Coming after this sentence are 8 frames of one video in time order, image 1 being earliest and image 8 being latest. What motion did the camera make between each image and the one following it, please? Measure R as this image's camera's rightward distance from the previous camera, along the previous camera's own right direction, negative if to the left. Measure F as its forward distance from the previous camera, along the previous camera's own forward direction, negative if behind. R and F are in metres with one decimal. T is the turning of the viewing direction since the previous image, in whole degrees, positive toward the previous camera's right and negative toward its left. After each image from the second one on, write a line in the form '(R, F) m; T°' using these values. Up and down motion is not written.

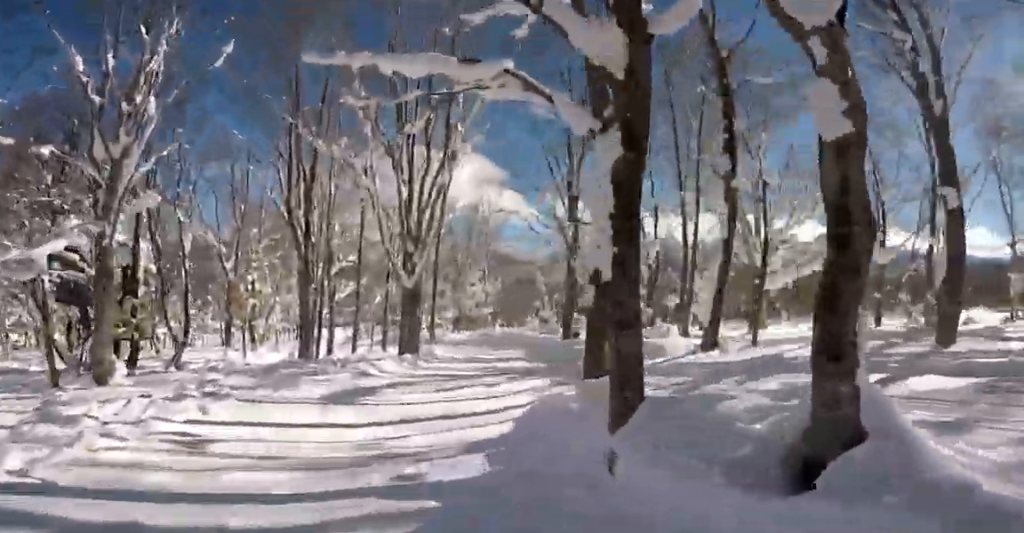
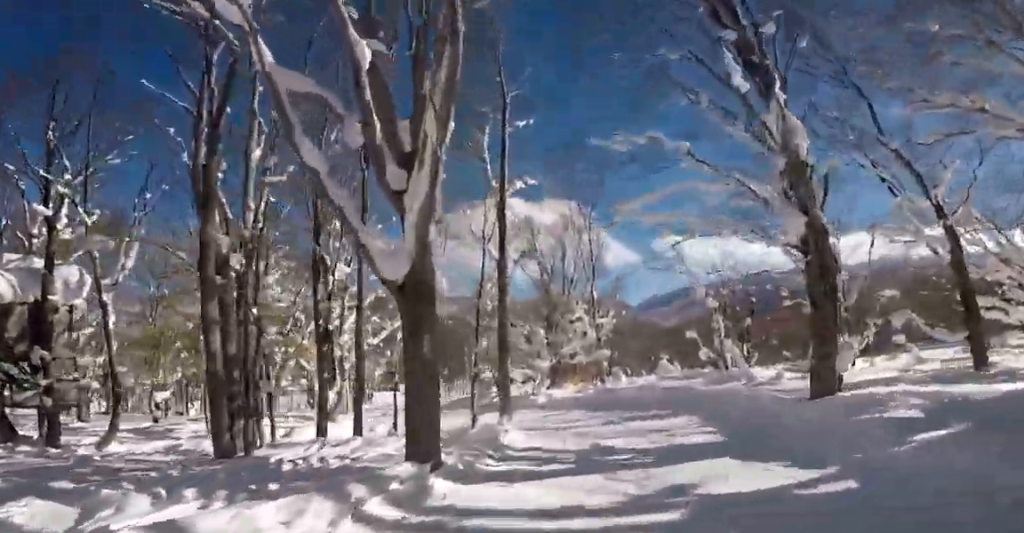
(+1.3, +9.7) m; 0°
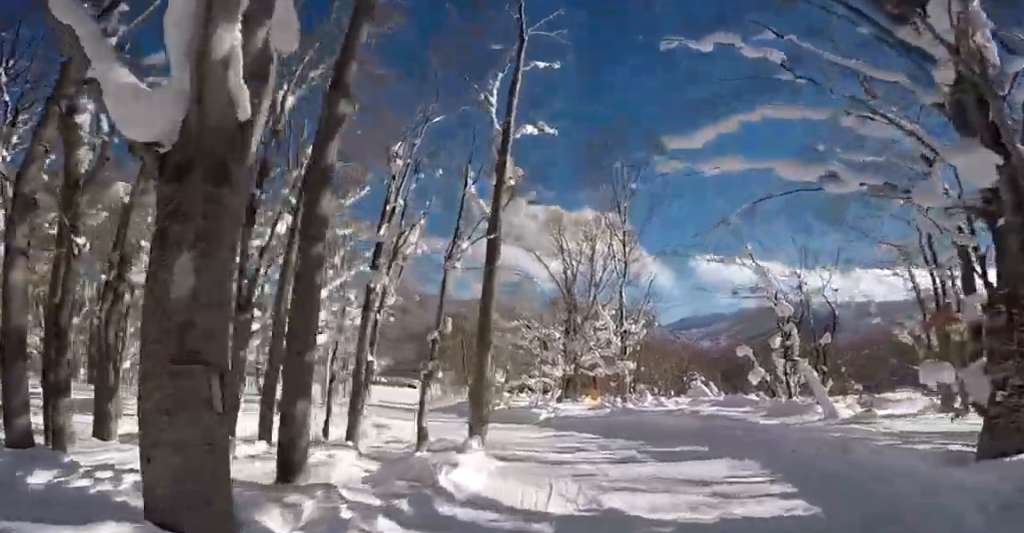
(-0.7, +3.4) m; -7°
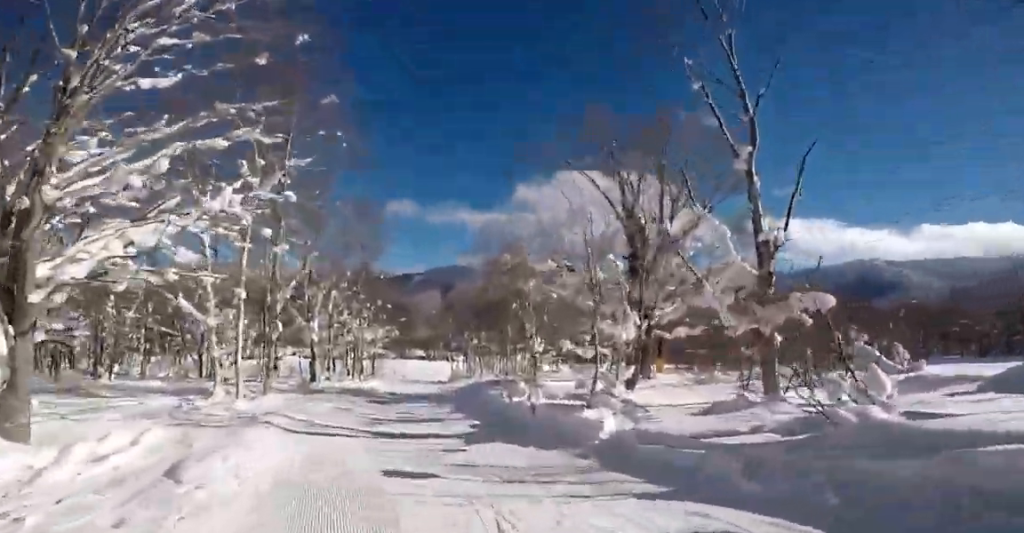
(-0.9, +9.9) m; -3°
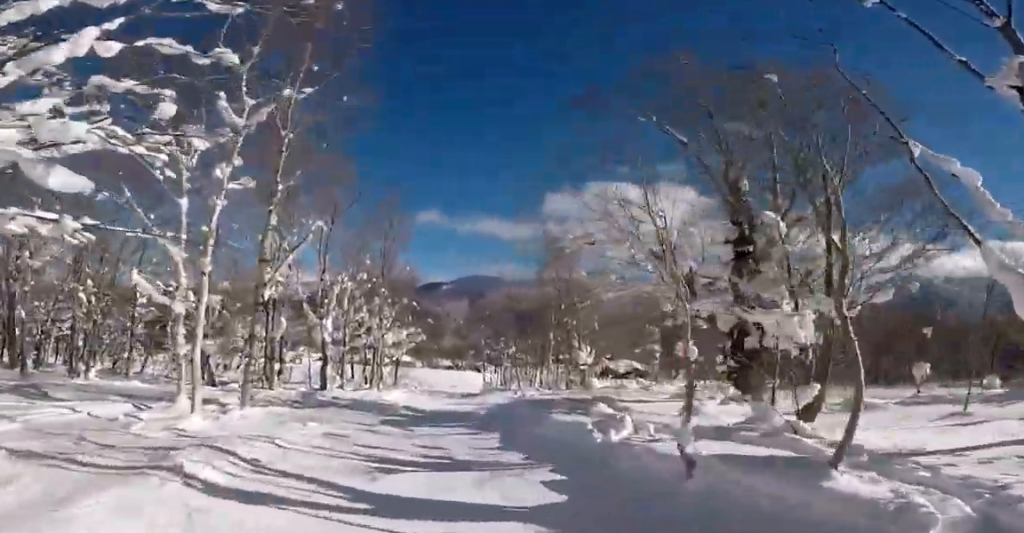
(+0.3, +5.2) m; -1°
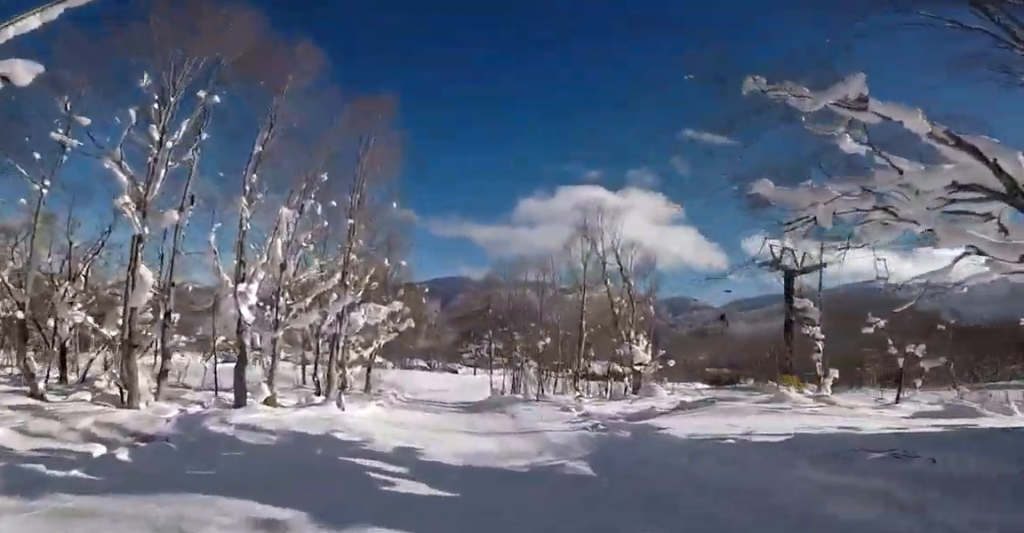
(-1.0, +10.9) m; -6°
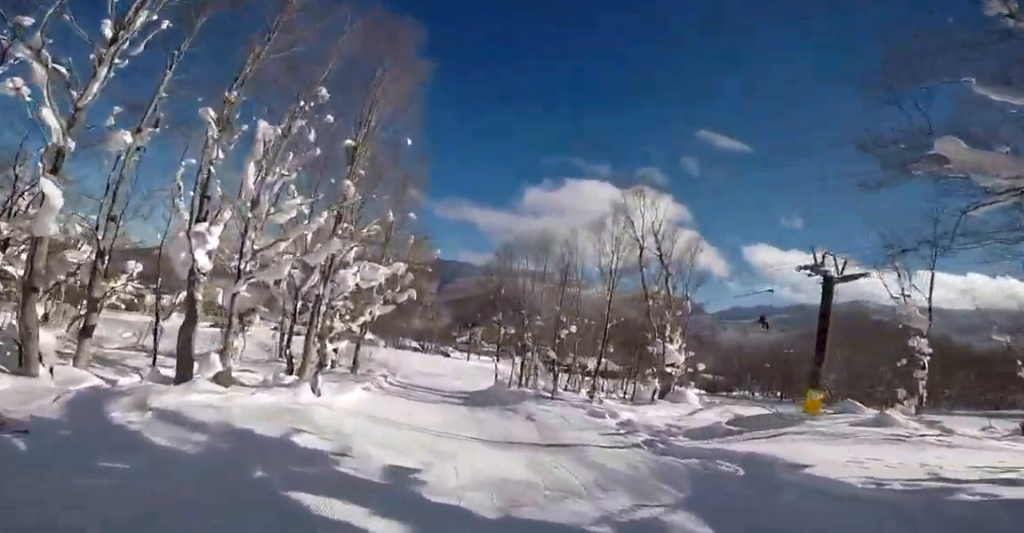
(-0.3, +3.6) m; +4°
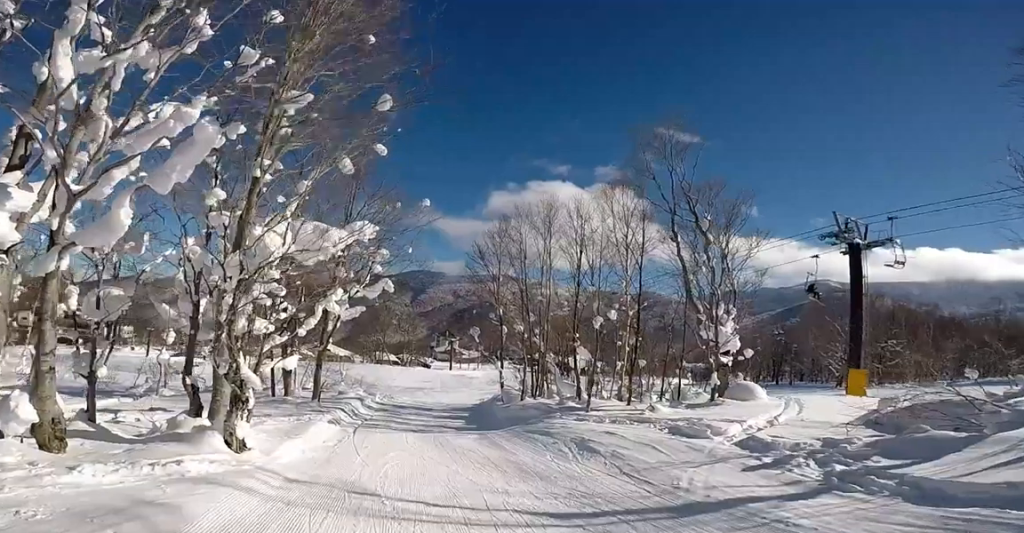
(+0.4, +5.1) m; +7°
